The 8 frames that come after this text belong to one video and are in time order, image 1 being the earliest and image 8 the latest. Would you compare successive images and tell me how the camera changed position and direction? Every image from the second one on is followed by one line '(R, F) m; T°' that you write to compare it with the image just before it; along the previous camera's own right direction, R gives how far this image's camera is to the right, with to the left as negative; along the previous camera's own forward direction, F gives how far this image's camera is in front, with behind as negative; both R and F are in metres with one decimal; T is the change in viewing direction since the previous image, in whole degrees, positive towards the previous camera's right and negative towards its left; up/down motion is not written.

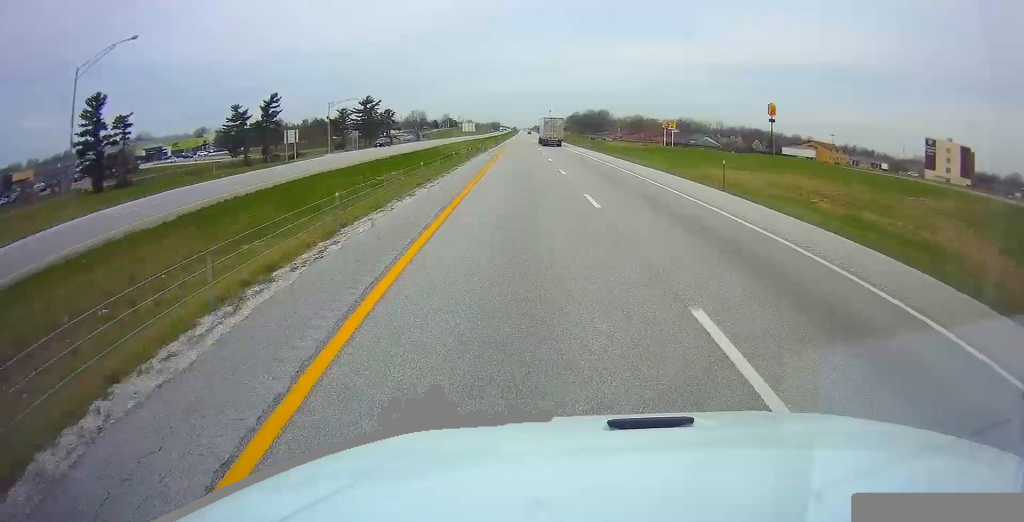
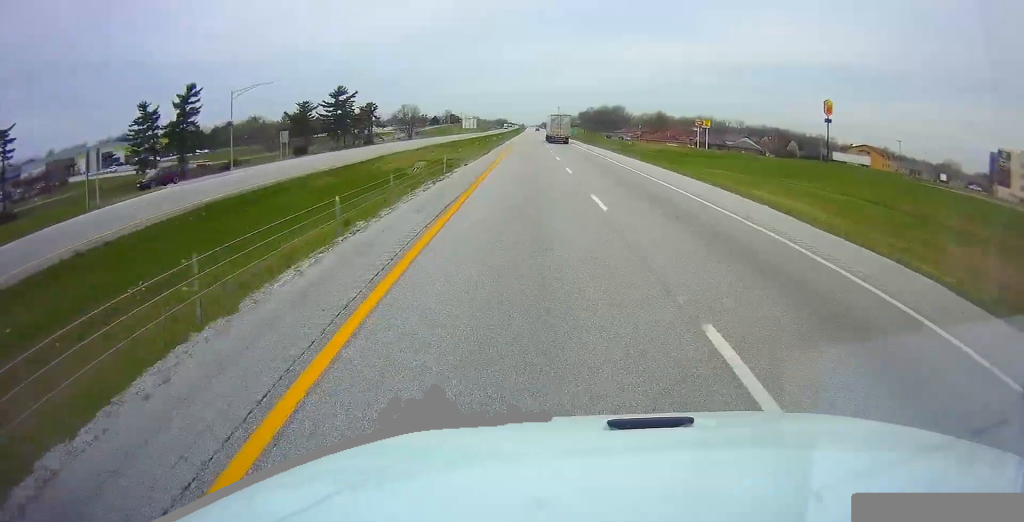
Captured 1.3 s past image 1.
(-0.2, +37.3) m; 0°
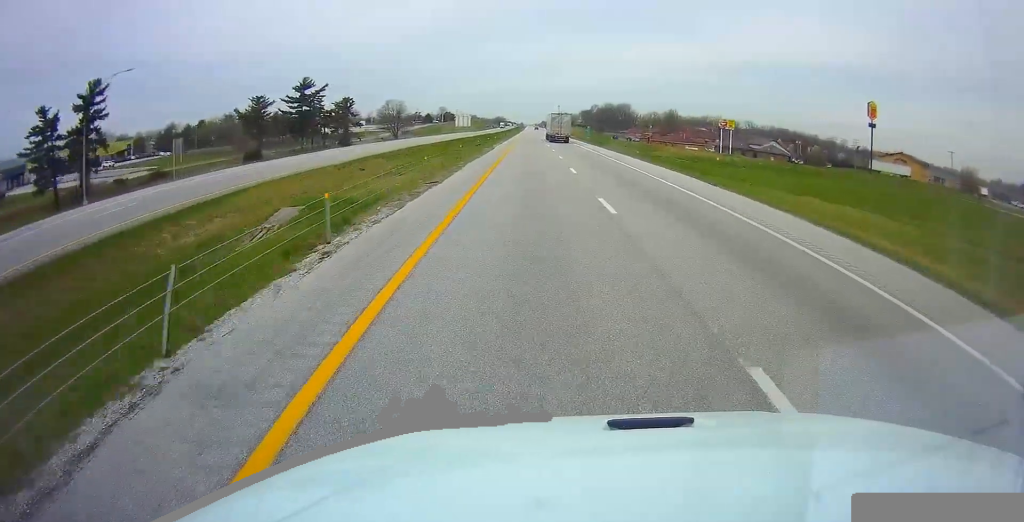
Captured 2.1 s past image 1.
(+0.2, +25.5) m; 0°
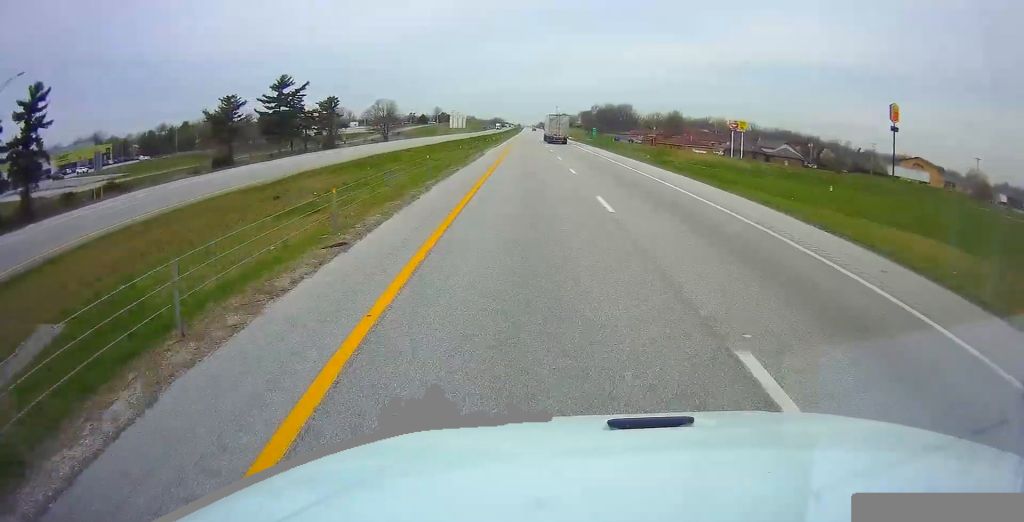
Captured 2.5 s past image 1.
(0.0, +11.8) m; 0°
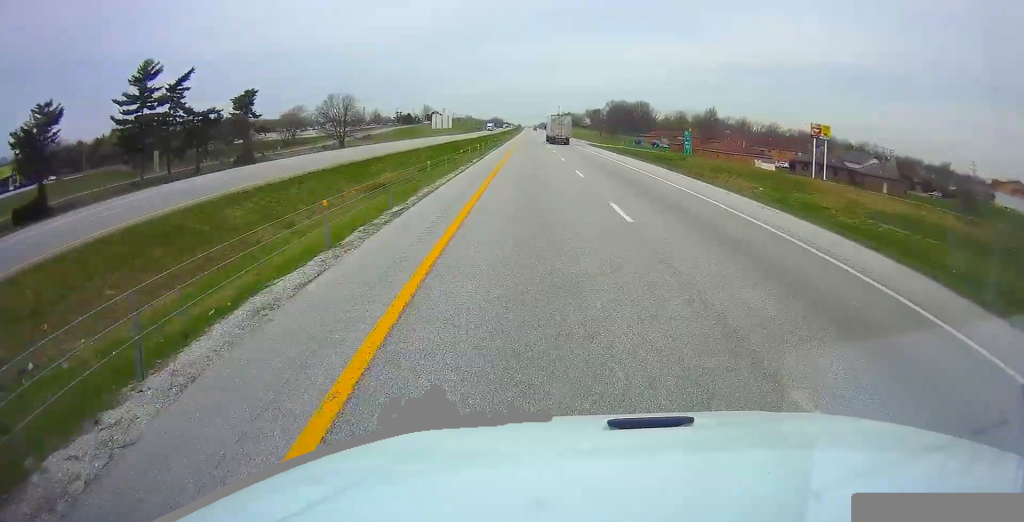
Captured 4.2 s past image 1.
(0.0, +50.1) m; 0°
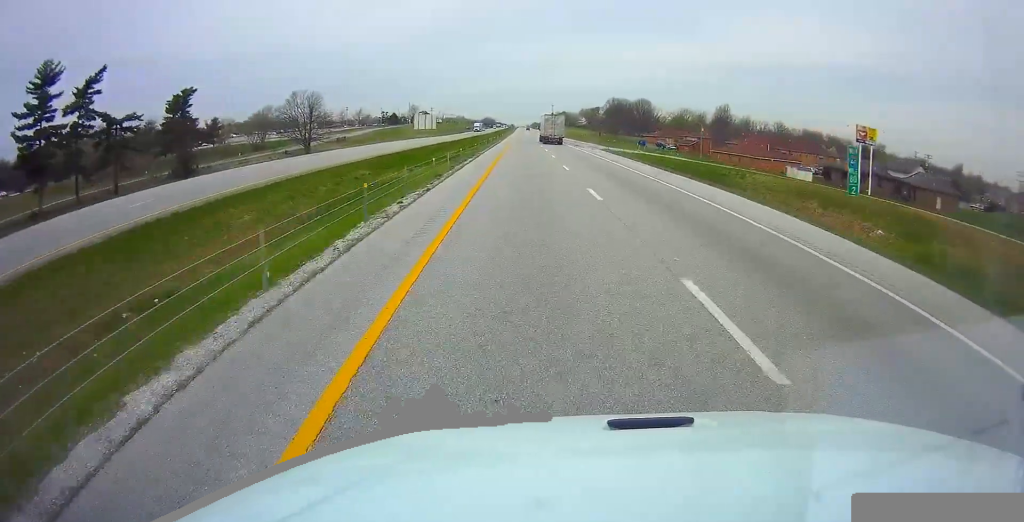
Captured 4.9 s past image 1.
(0.0, +20.7) m; 0°
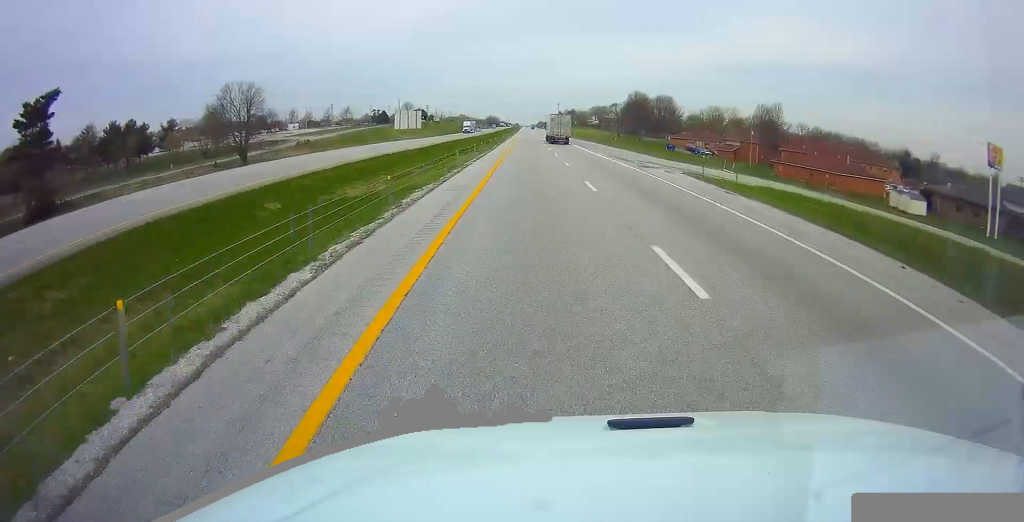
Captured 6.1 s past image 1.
(+0.2, +34.4) m; 0°
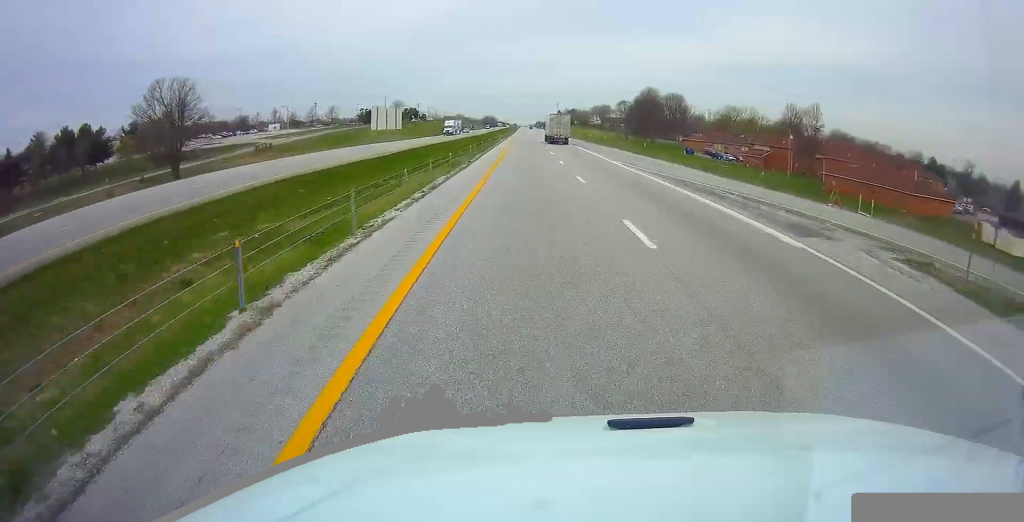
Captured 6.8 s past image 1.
(-0.1, +21.6) m; 0°
